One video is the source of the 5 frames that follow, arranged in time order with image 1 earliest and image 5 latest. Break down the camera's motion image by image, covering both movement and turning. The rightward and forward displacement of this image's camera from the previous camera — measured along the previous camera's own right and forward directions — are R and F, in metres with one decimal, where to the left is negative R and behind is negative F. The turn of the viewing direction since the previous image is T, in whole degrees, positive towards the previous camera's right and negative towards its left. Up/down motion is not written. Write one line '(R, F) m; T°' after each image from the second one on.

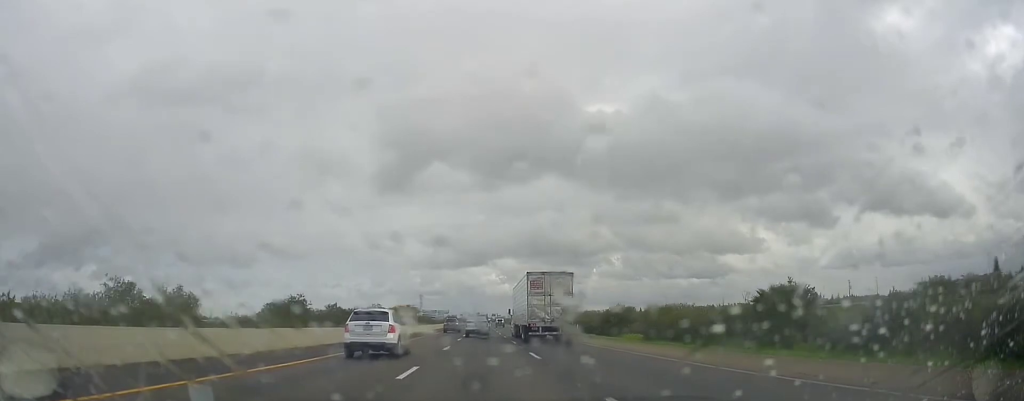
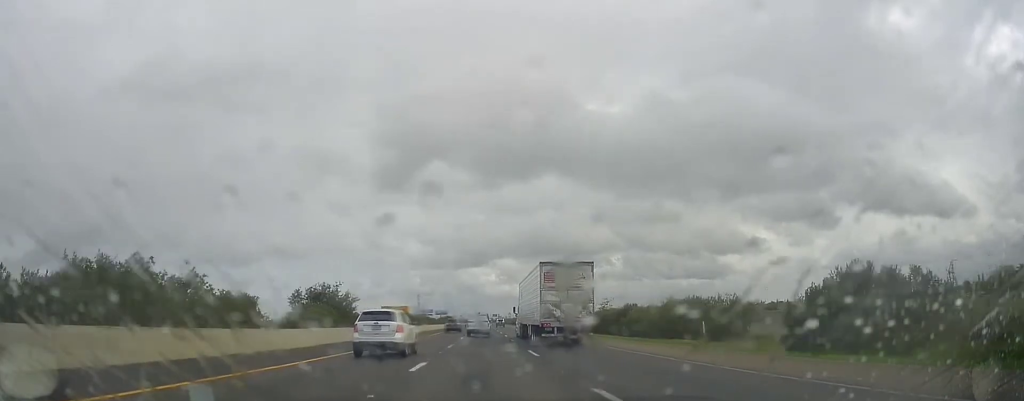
(+0.1, +42.8) m; 0°
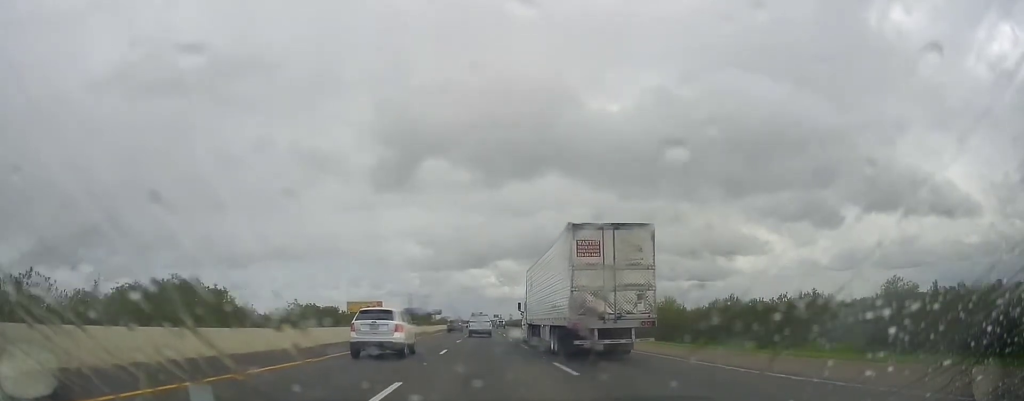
(0.0, +80.9) m; 0°
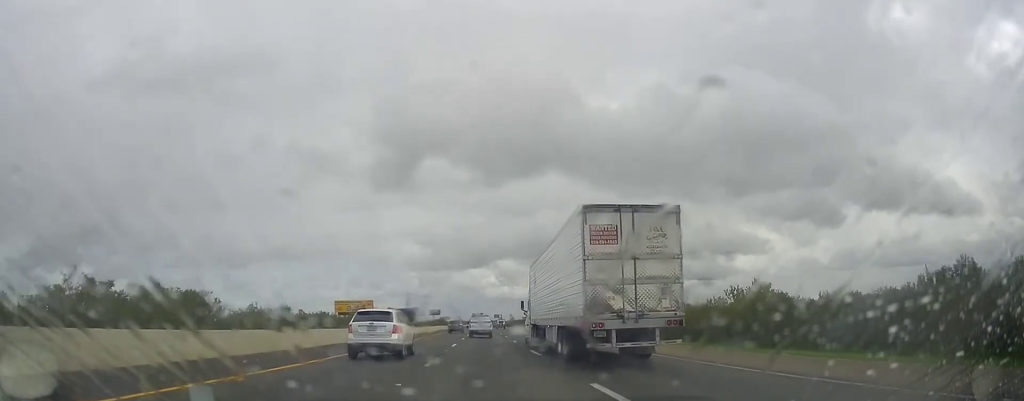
(+0.1, +20.5) m; 0°
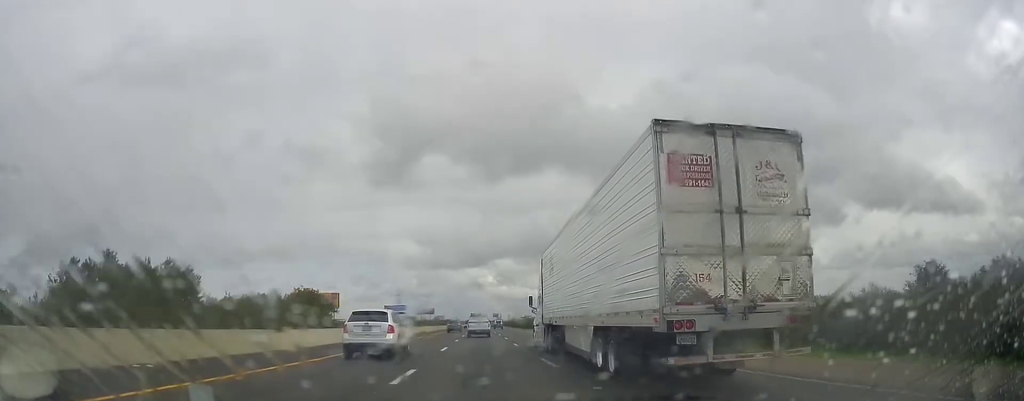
(-0.1, +50.9) m; 0°
